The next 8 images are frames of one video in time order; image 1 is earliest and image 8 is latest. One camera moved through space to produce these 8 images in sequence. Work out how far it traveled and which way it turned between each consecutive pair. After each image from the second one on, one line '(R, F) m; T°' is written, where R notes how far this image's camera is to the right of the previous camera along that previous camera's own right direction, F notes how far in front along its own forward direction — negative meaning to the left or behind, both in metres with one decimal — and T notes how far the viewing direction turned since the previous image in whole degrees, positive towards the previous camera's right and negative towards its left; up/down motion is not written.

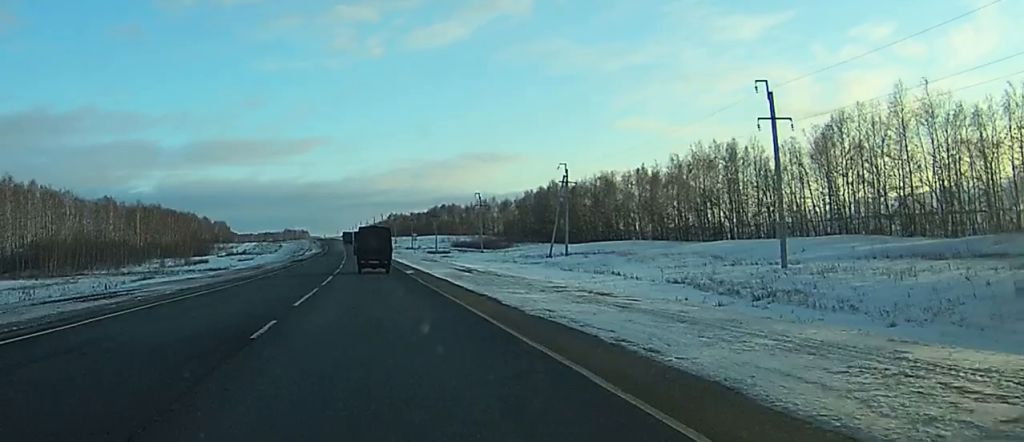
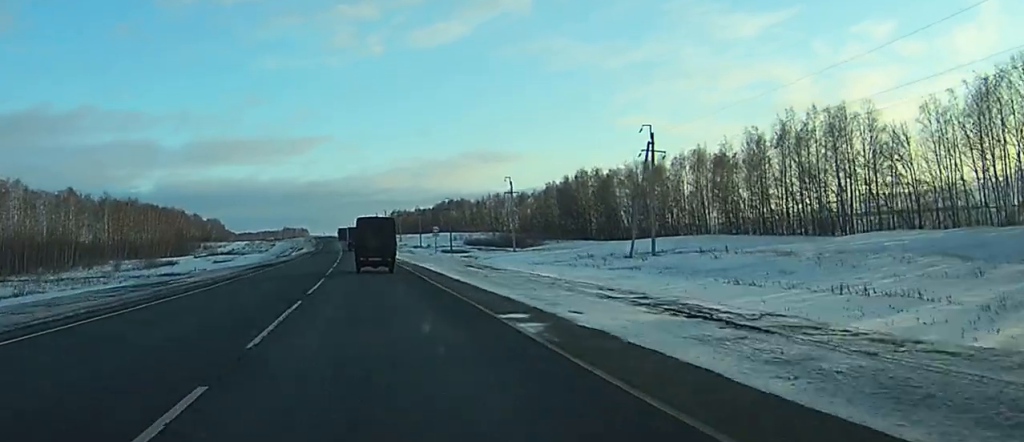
(-0.1, +32.6) m; 0°
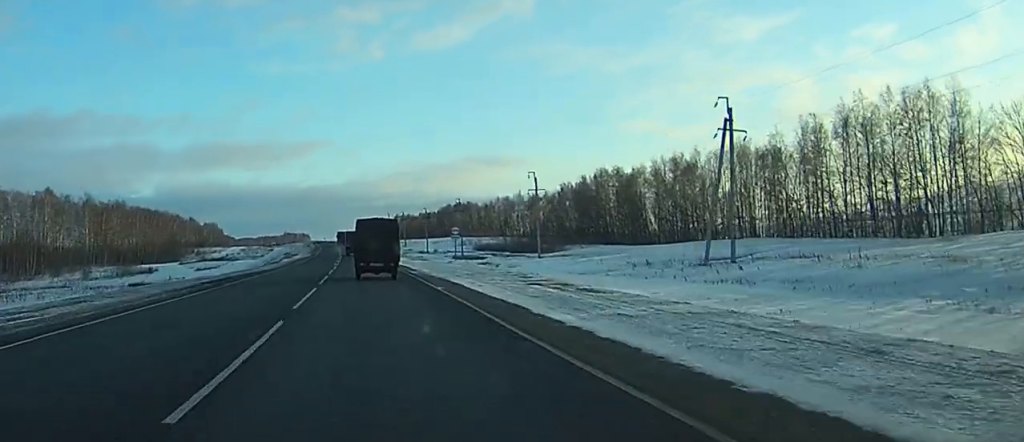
(0.0, +16.8) m; 0°
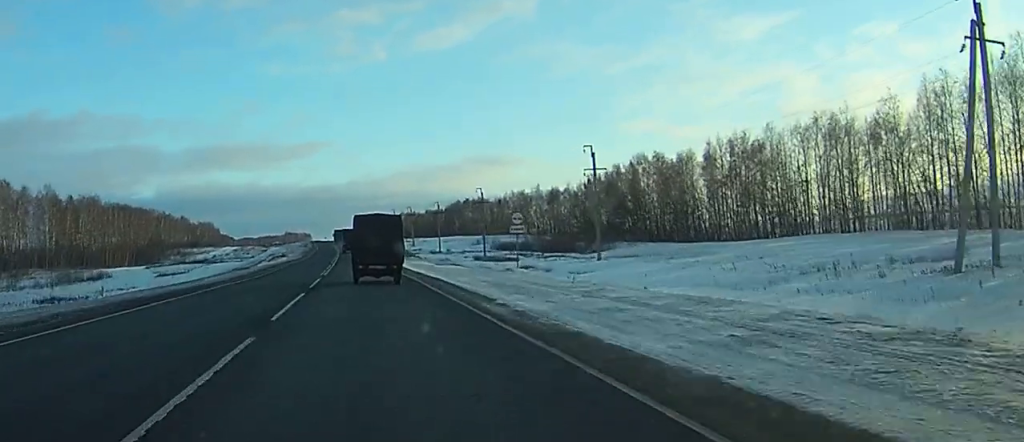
(0.0, +27.7) m; 0°
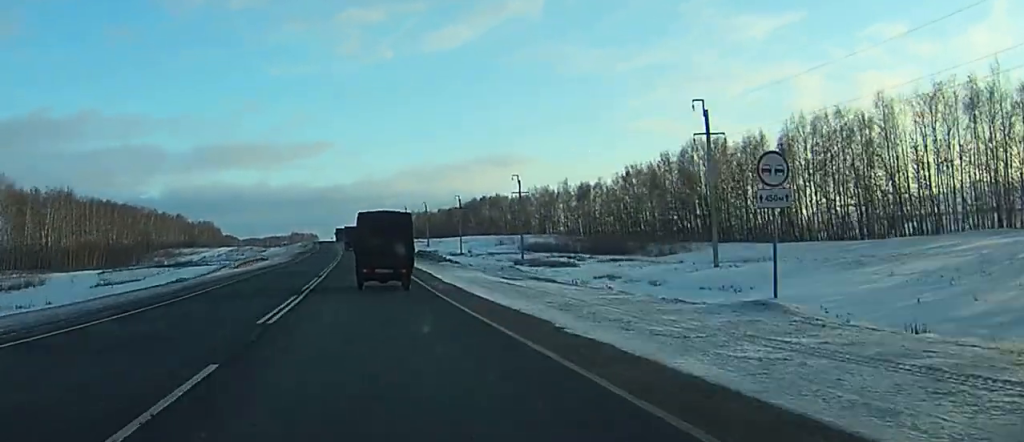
(-0.1, +27.2) m; -1°
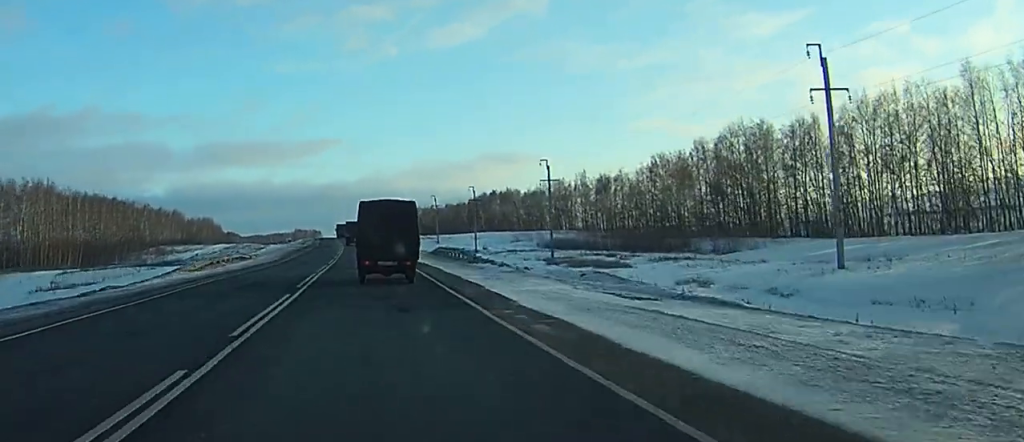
(-0.1, +15.7) m; 0°
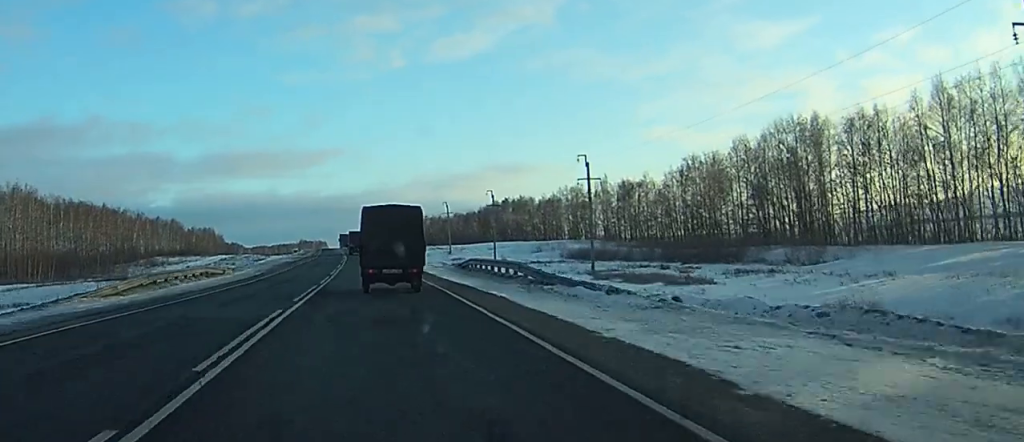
(-0.1, +15.3) m; 0°
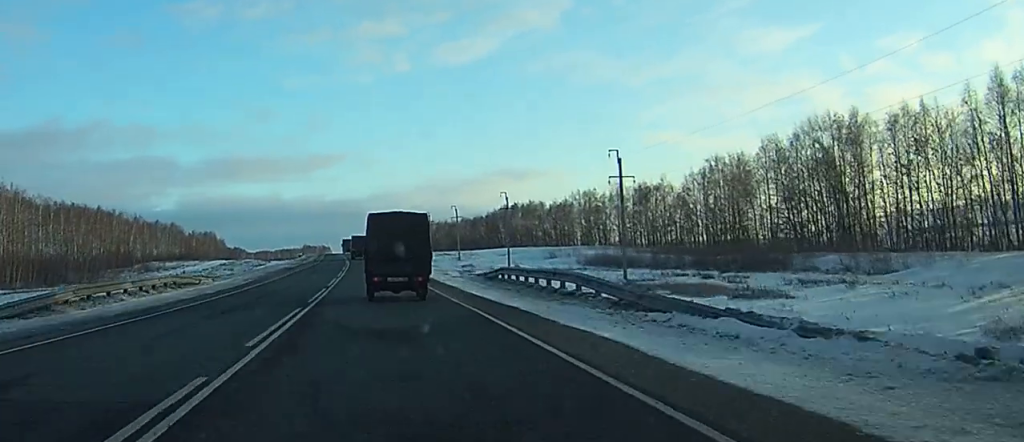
(0.0, +9.2) m; 0°
